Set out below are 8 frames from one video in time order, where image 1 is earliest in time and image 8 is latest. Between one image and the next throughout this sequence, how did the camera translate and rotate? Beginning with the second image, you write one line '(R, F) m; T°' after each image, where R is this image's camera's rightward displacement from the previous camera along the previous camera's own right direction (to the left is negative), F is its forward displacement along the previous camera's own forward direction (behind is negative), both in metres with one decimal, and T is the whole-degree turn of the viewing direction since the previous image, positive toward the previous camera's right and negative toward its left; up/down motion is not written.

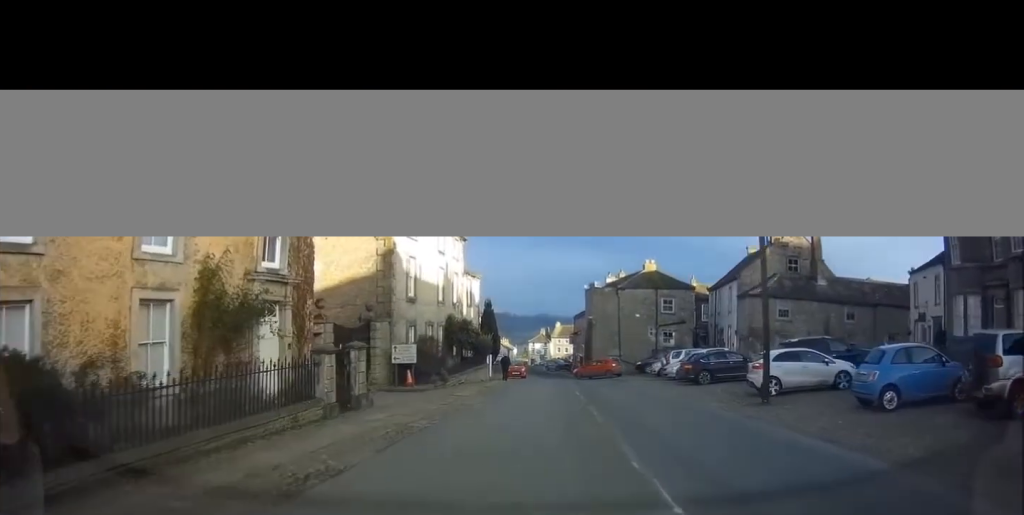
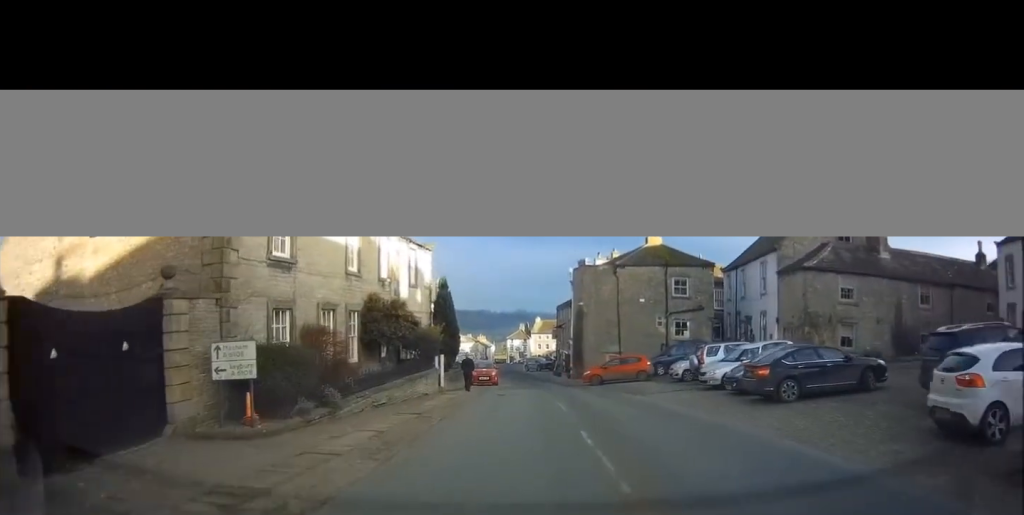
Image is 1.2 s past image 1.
(+0.1, +10.2) m; +4°
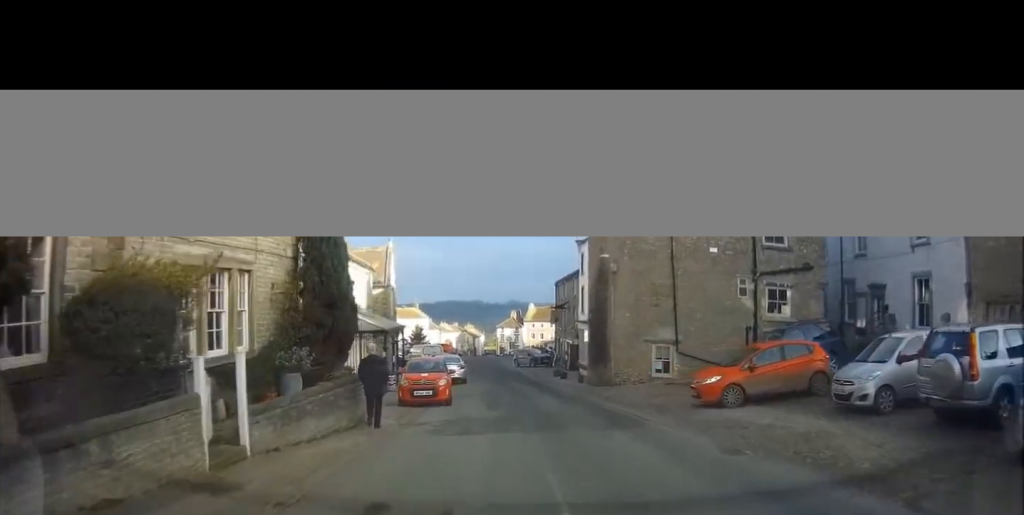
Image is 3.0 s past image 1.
(+0.8, +15.3) m; +1°
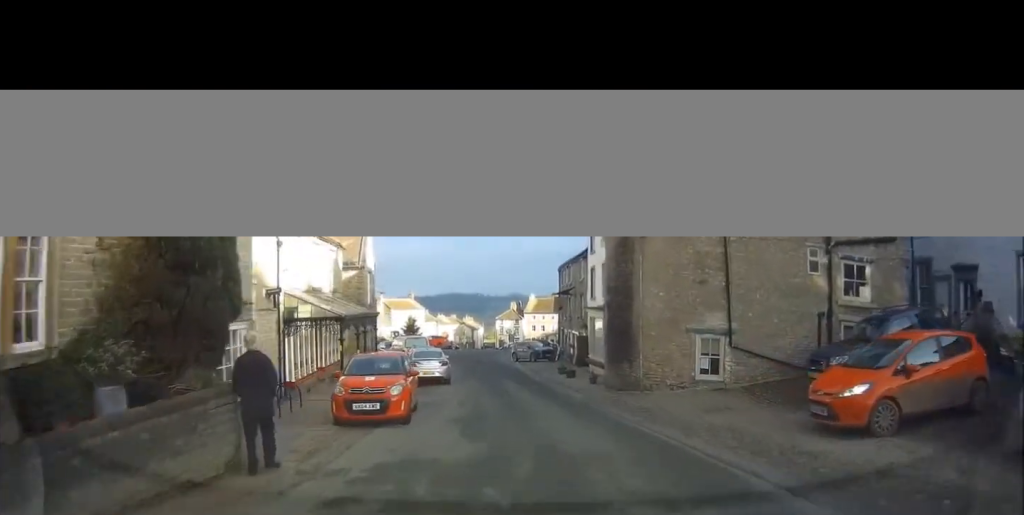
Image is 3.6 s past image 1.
(-0.2, +5.1) m; -2°
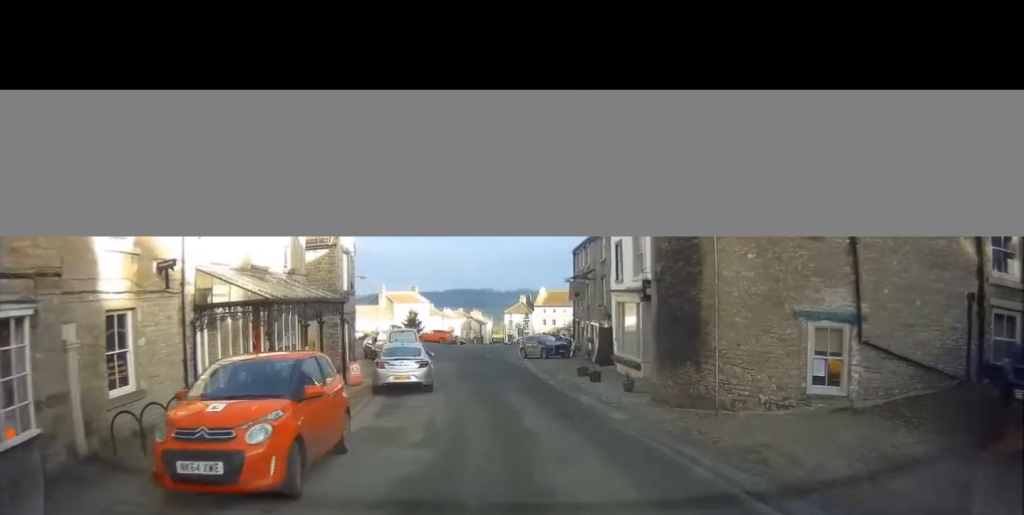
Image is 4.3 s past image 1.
(0.0, +5.7) m; -2°
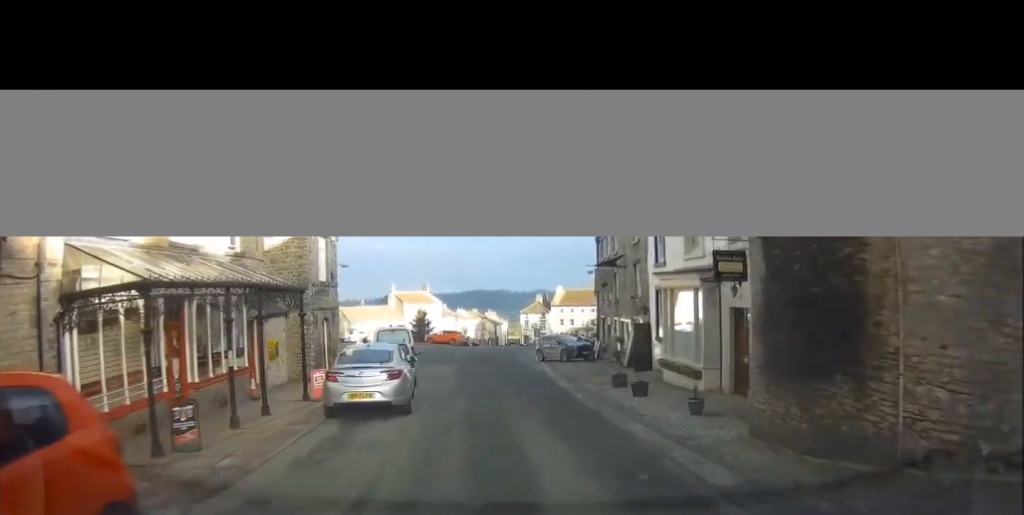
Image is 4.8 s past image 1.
(0.0, +4.9) m; -2°
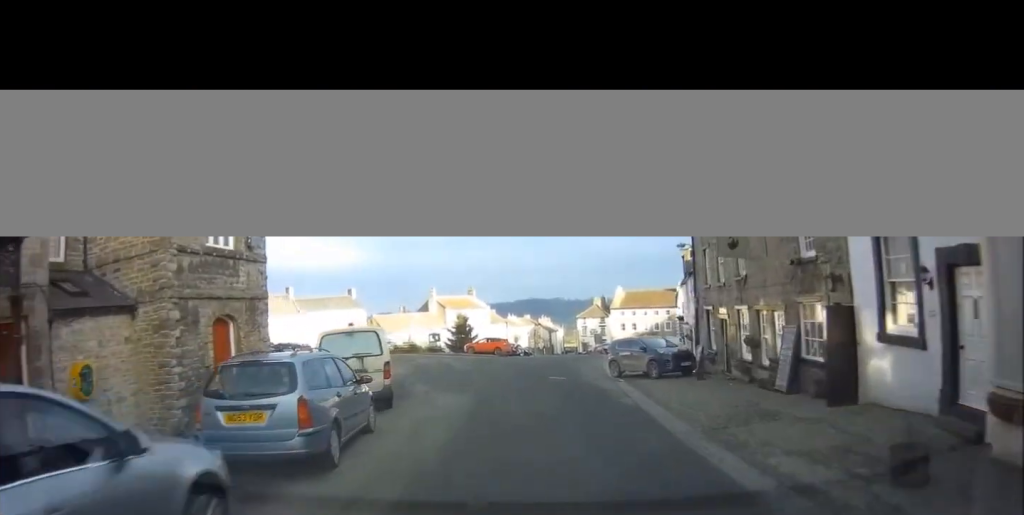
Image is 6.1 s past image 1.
(-0.7, +10.7) m; -6°
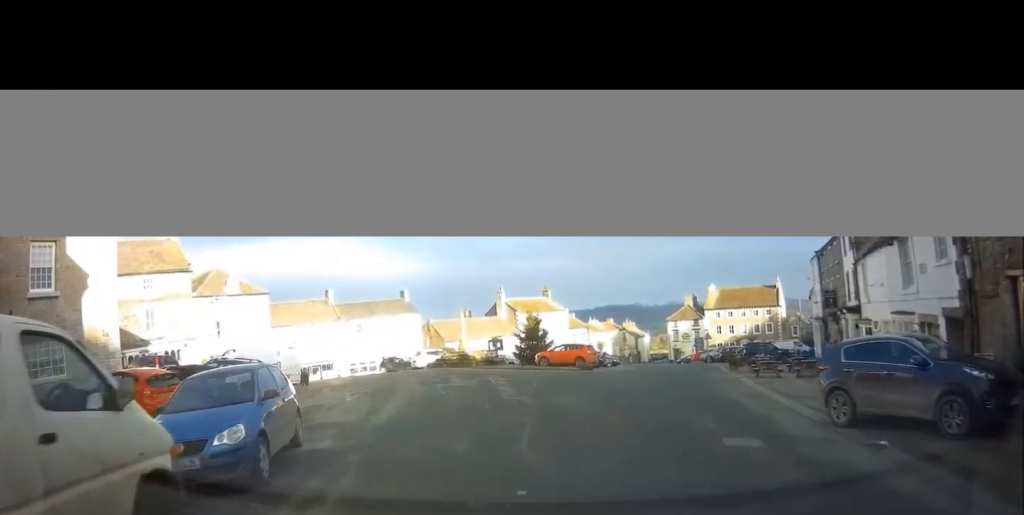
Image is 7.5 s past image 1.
(-0.5, +12.5) m; -6°
